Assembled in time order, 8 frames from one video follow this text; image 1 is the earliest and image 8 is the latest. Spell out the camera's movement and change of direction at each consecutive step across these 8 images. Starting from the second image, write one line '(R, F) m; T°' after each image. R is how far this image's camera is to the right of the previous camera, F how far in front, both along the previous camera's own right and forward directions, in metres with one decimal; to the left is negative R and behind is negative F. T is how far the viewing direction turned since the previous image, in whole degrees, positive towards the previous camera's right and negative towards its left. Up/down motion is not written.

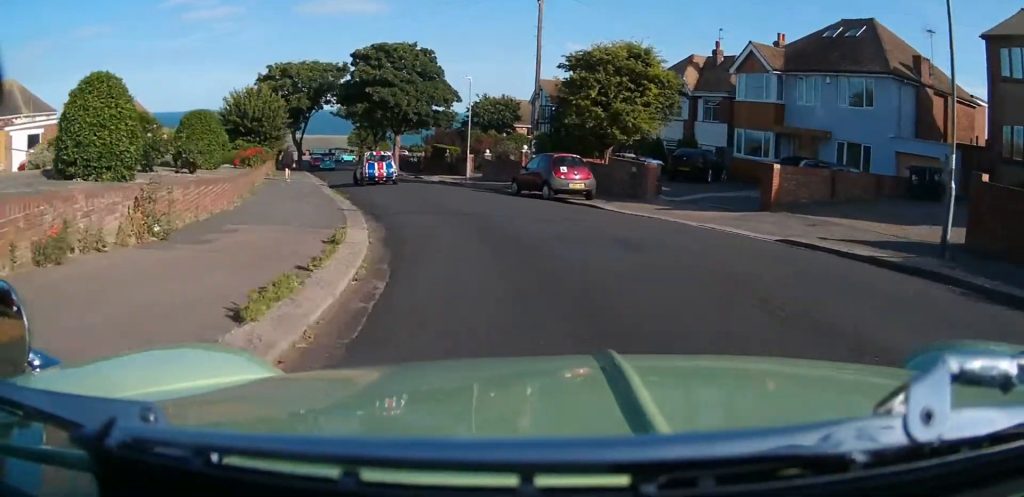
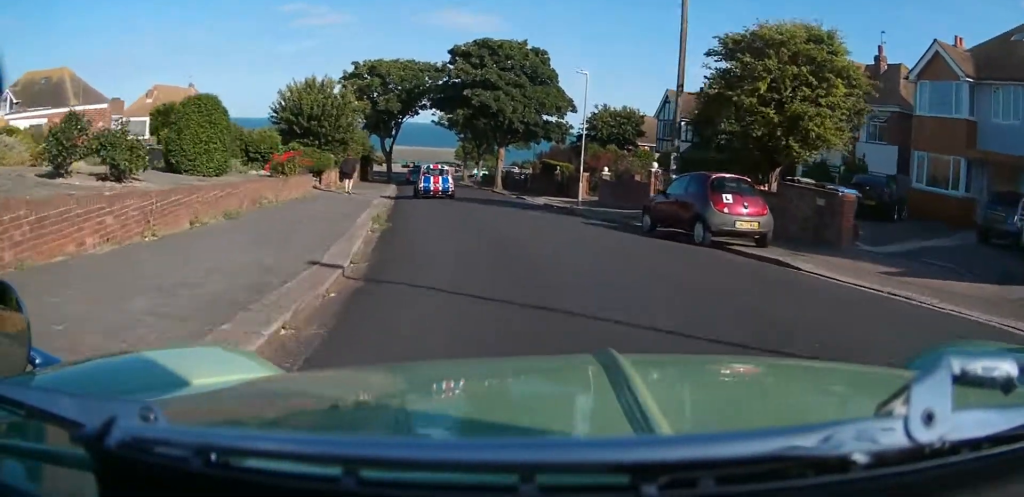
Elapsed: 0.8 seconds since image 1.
(-0.4, +7.0) m; -16°
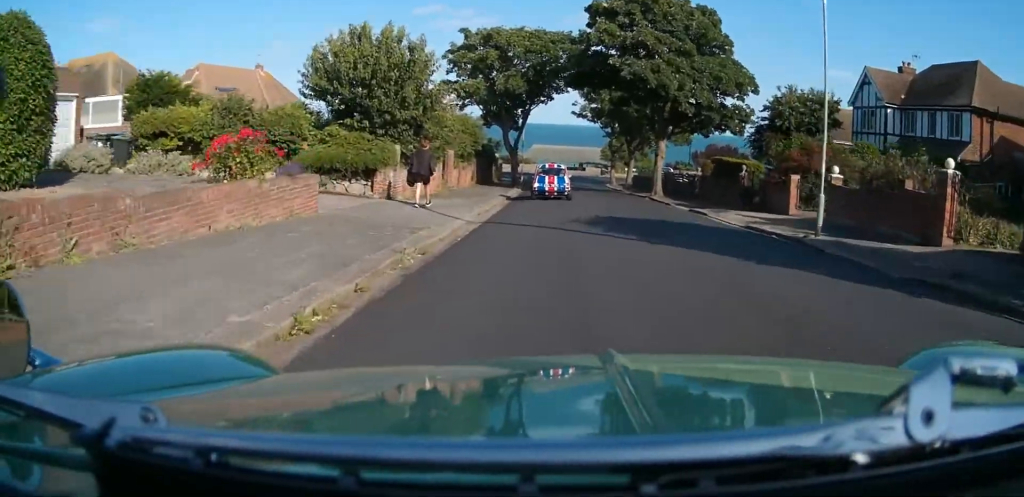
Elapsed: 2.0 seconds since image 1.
(-2.6, +10.5) m; -16°
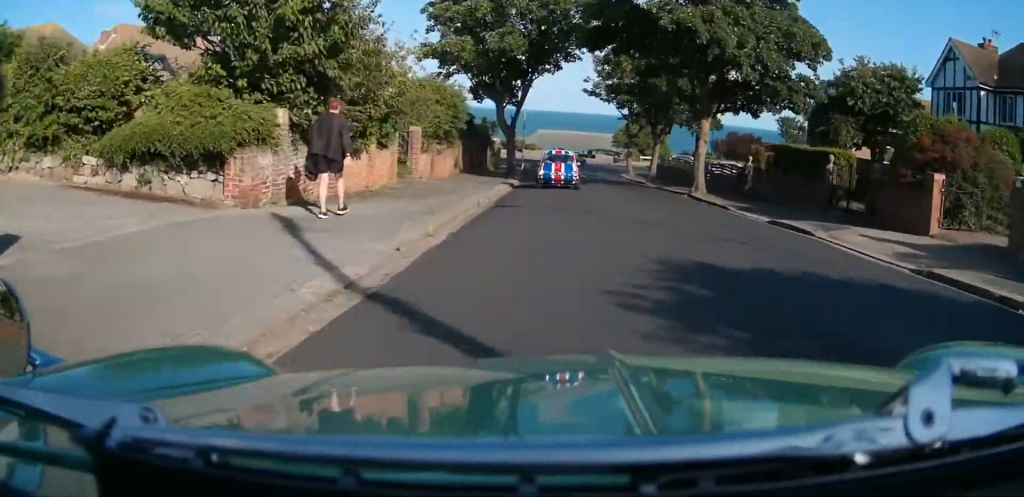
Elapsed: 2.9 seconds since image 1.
(0.0, +7.9) m; 0°
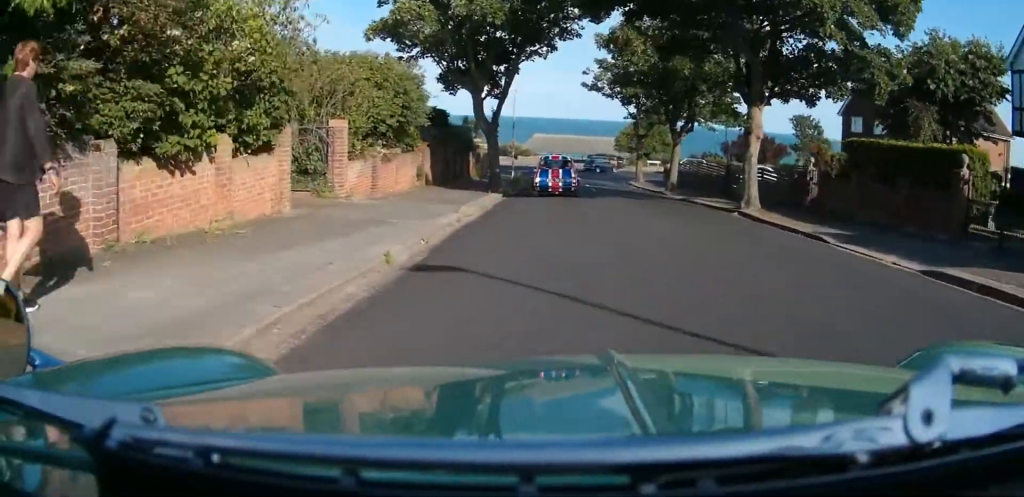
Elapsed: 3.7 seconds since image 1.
(0.0, +7.5) m; 0°
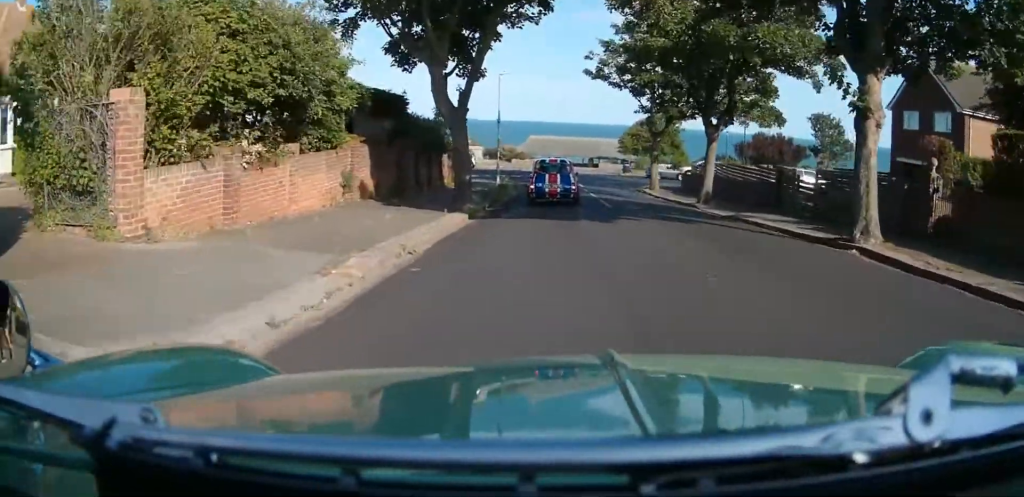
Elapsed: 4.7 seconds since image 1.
(0.0, +8.6) m; 0°
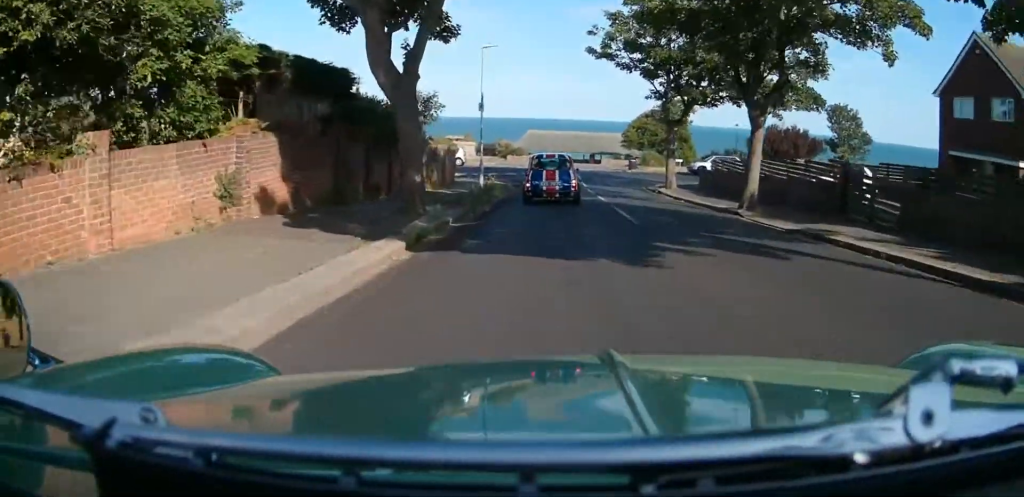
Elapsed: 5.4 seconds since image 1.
(0.0, +6.1) m; 0°
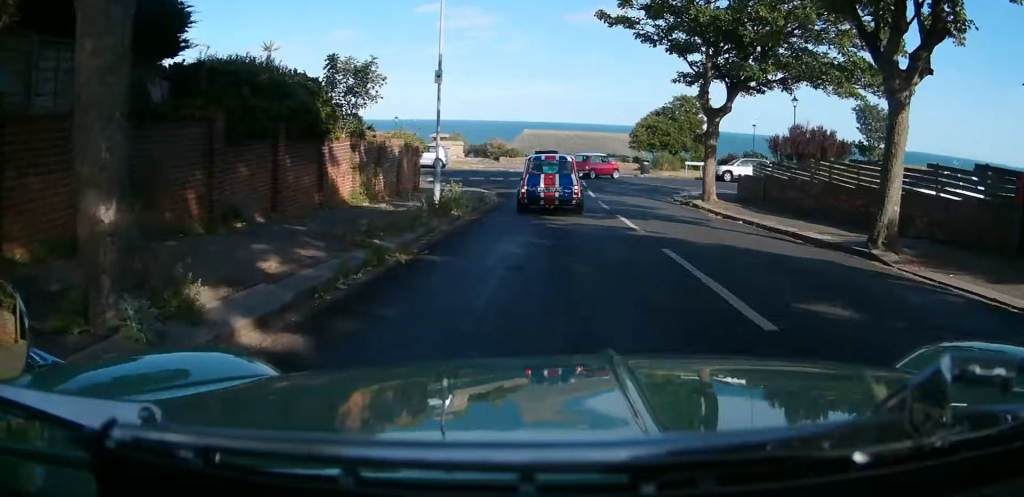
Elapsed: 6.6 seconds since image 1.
(0.0, +10.3) m; -1°
